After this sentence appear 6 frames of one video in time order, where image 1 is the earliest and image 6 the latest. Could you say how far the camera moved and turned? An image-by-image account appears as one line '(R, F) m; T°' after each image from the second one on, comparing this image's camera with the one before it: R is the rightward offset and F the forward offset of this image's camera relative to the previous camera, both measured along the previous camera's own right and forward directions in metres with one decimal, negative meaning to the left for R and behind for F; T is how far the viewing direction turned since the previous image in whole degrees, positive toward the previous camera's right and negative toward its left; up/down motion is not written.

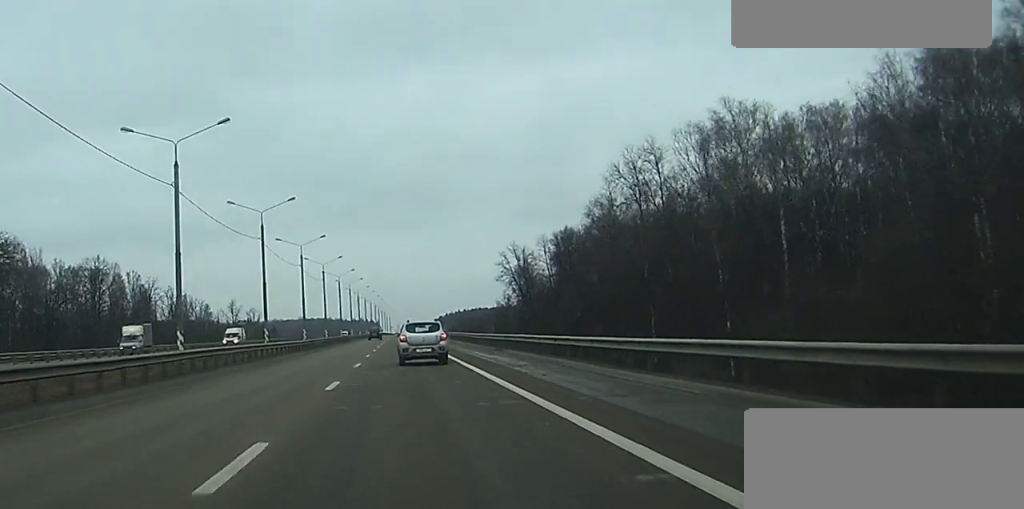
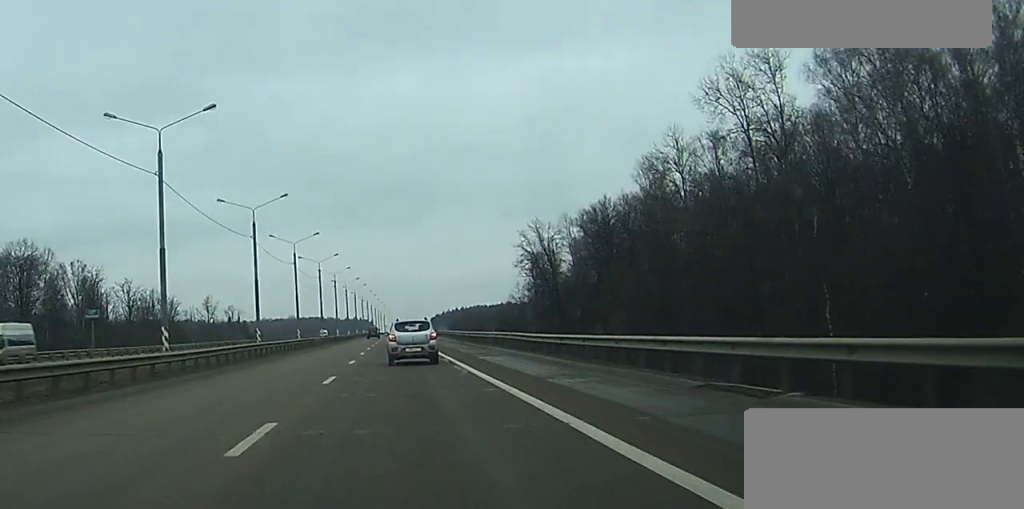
(+0.4, +30.9) m; -1°
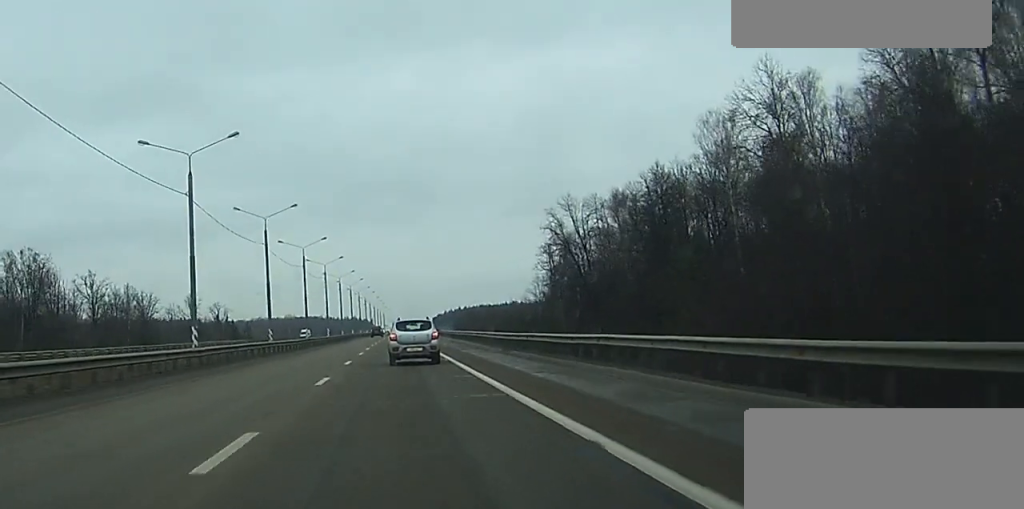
(-0.8, +26.6) m; -1°
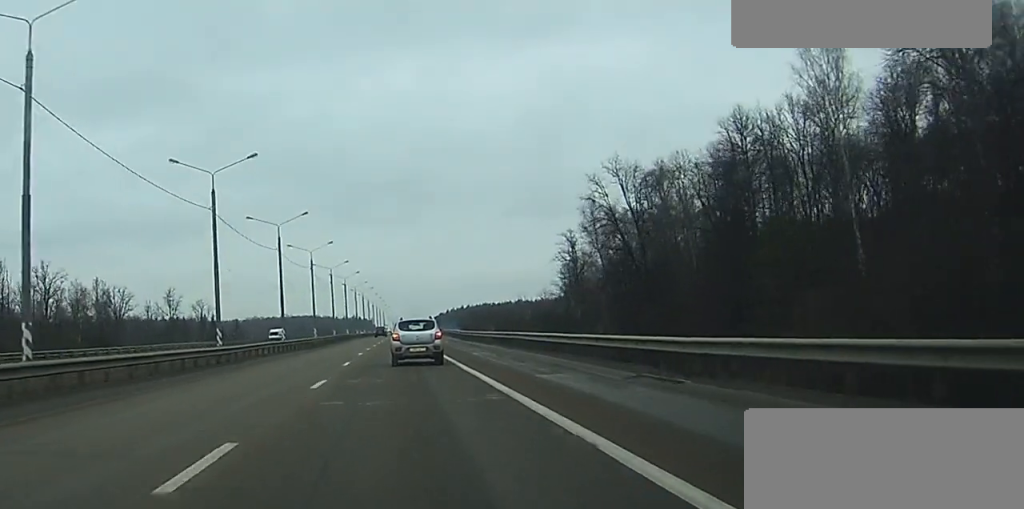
(+0.4, +26.9) m; +1°
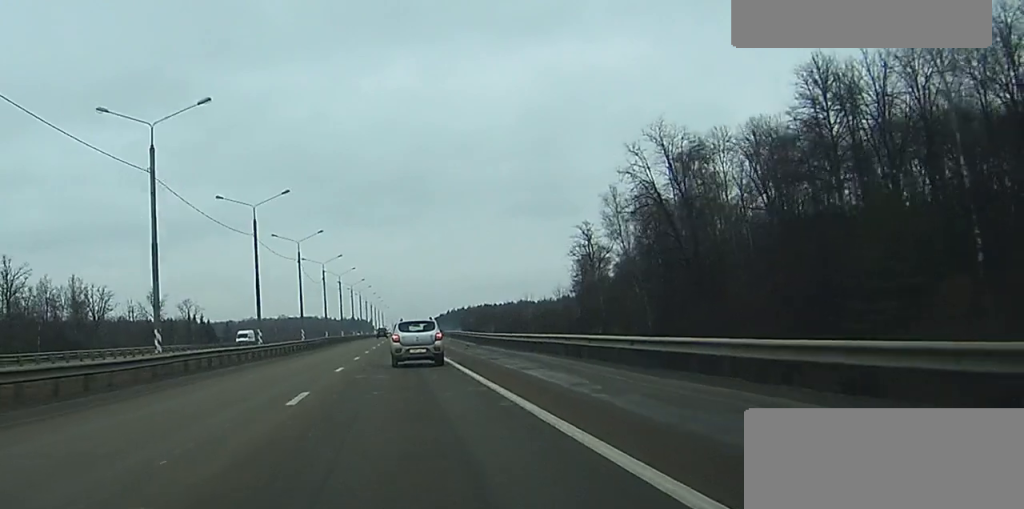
(+0.1, +16.6) m; 0°
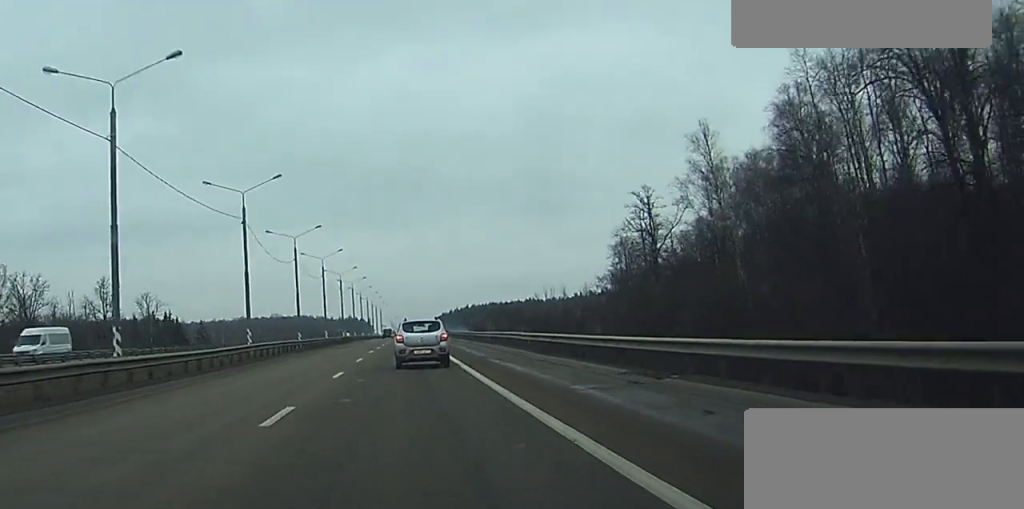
(+0.1, +40.7) m; 0°
